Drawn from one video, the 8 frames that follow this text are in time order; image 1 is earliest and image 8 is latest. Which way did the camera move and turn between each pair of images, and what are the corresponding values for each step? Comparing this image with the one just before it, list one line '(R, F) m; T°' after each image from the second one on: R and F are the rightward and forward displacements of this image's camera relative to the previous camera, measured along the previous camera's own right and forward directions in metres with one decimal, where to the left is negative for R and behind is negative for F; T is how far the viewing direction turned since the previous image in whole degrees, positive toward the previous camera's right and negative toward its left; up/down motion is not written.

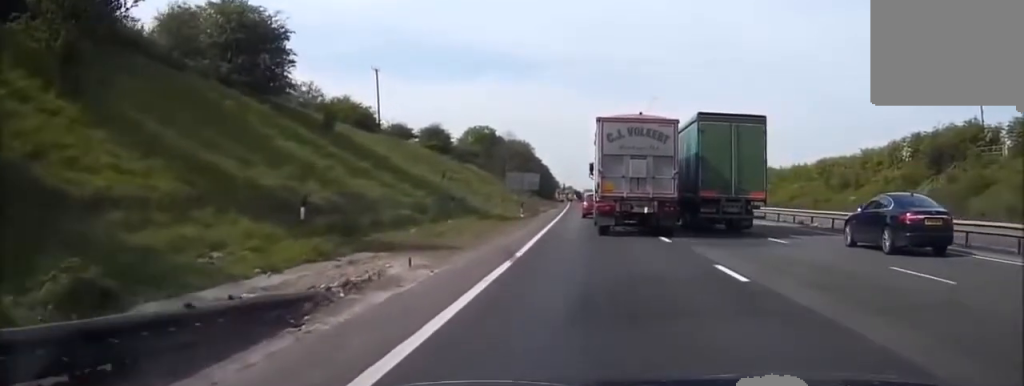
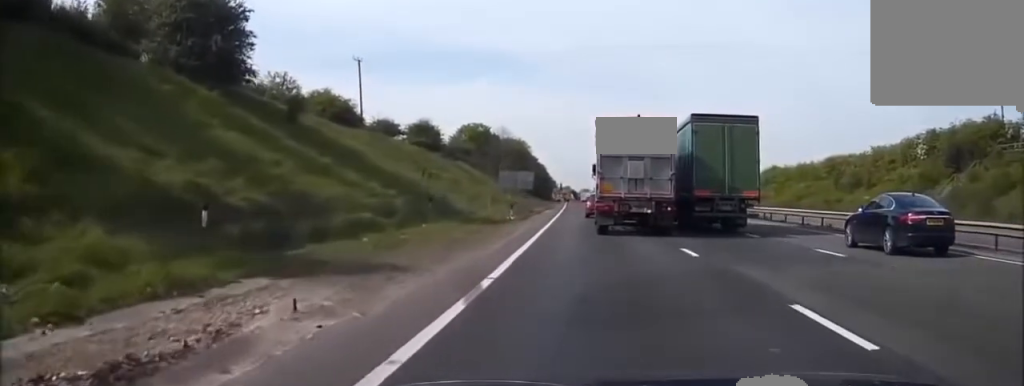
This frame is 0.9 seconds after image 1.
(0.0, +5.6) m; +1°
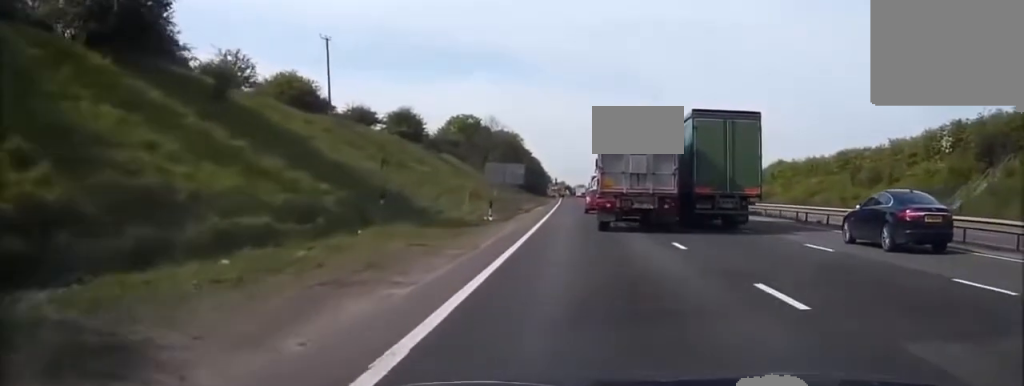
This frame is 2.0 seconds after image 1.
(+0.1, +8.0) m; +1°
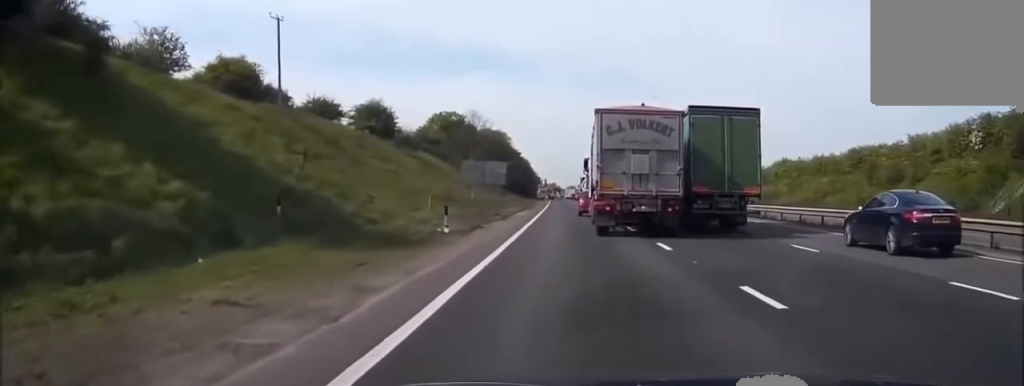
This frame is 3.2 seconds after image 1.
(+0.1, +8.5) m; +1°
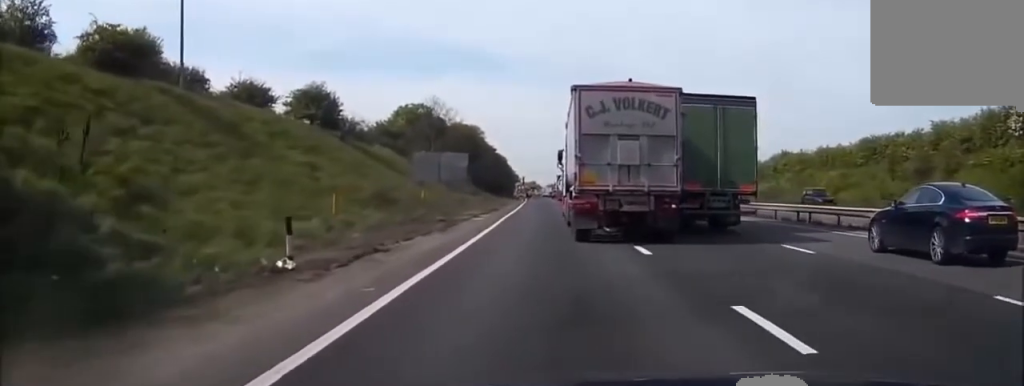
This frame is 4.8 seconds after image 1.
(+0.1, +11.4) m; +1°
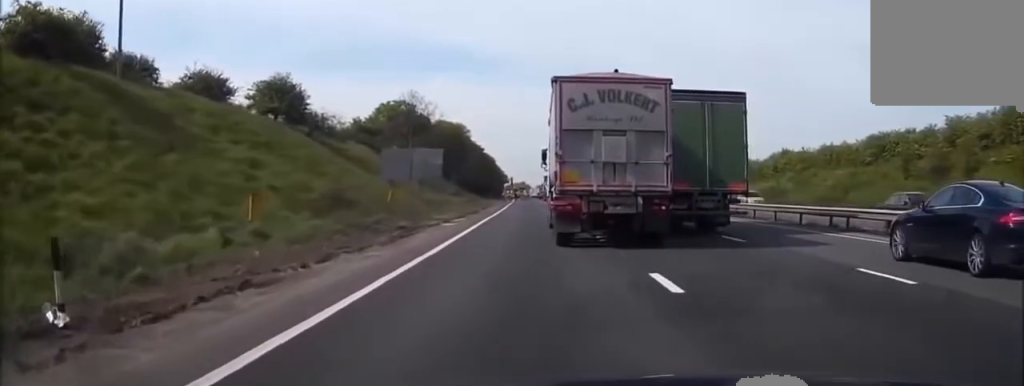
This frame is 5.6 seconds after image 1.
(0.0, +5.3) m; 0°
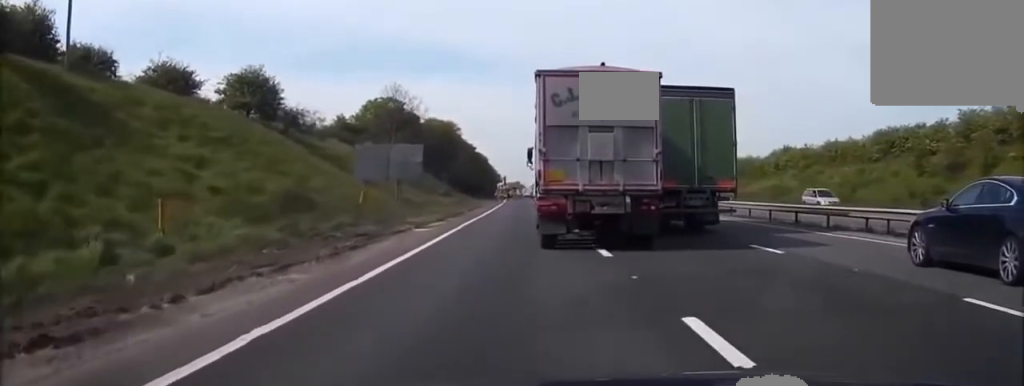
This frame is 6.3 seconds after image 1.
(0.0, +3.8) m; 0°
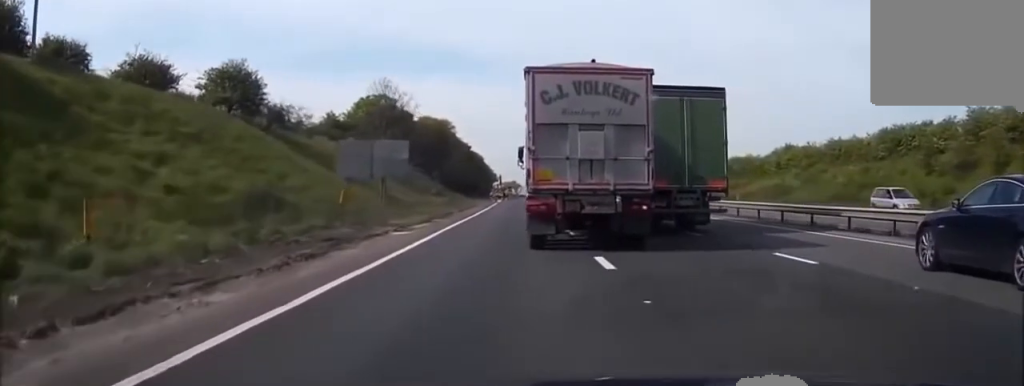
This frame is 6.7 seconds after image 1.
(0.0, +2.5) m; 0°
